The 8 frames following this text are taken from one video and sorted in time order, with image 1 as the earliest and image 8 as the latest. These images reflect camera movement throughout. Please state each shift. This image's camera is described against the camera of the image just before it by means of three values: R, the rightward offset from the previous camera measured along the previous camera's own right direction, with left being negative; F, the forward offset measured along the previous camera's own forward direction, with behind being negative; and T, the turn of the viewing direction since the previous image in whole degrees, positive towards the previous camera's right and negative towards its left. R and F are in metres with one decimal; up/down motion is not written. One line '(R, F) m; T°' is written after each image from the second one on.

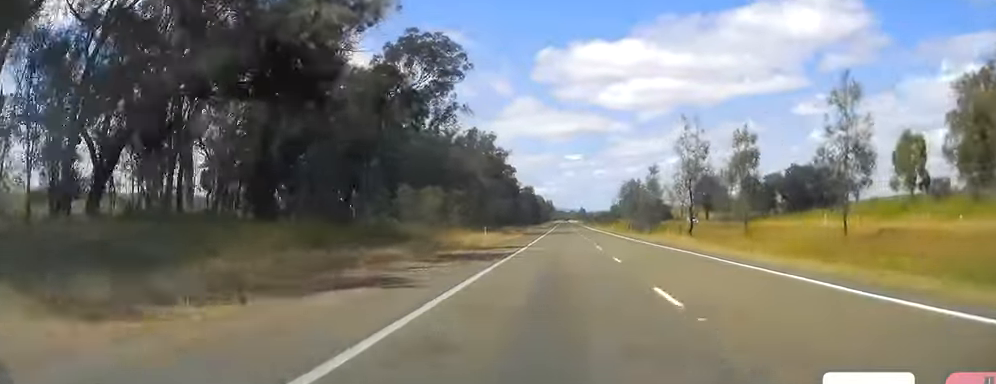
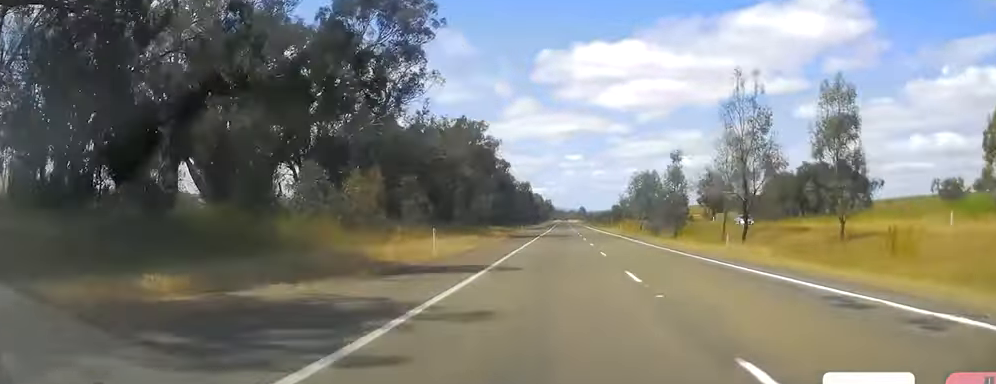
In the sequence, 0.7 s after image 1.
(-0.6, +19.6) m; -1°
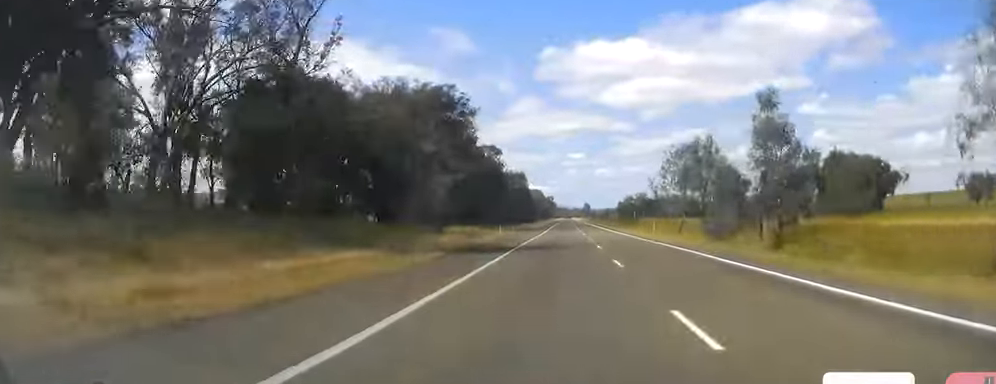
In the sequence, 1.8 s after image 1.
(0.0, +33.4) m; 0°
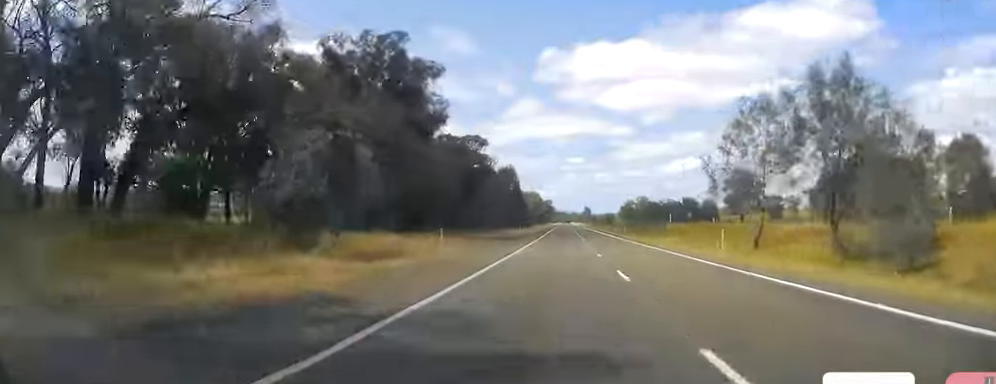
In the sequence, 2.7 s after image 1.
(-0.2, +27.4) m; +1°
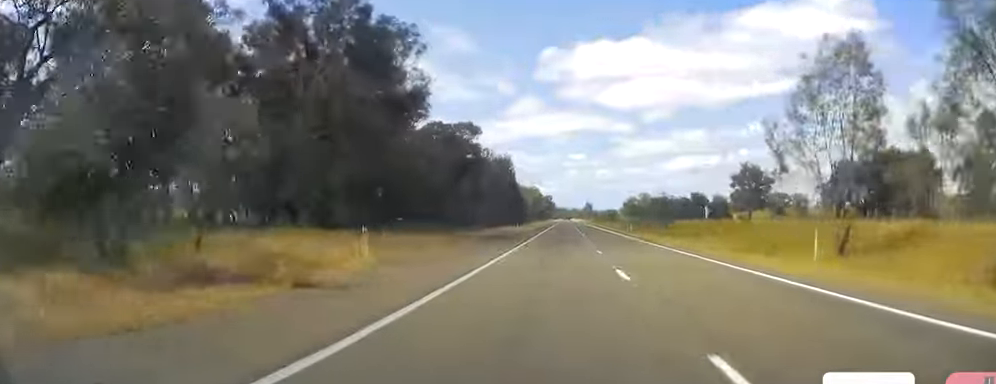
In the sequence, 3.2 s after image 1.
(-0.1, +12.7) m; 0°
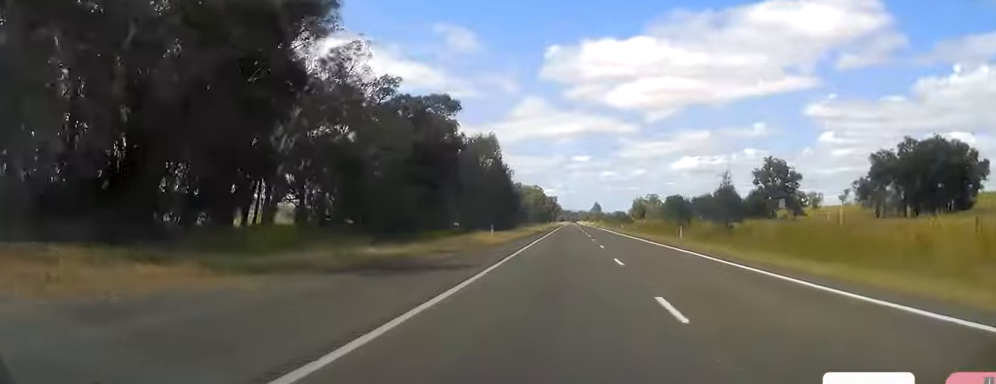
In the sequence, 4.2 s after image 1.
(+0.8, +31.2) m; +1°
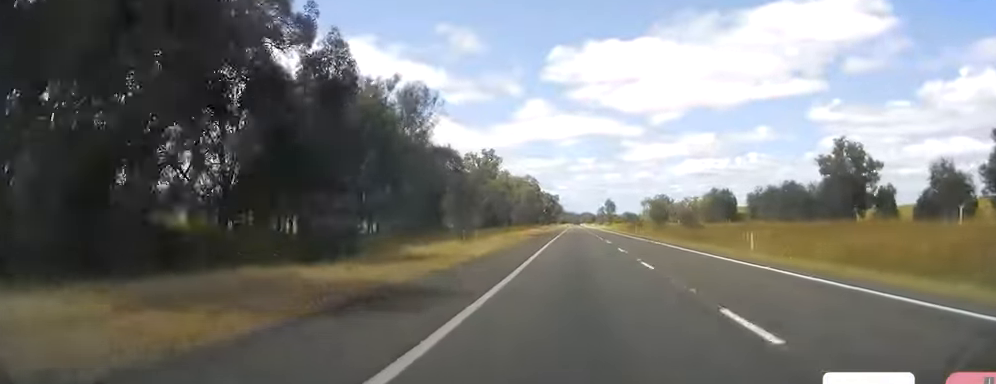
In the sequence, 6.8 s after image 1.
(-1.9, +74.6) m; -2°
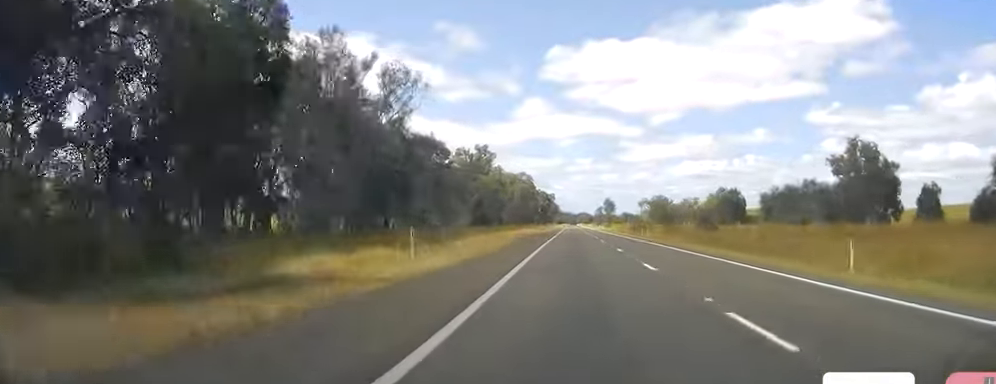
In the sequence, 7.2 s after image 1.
(0.0, +12.6) m; 0°
